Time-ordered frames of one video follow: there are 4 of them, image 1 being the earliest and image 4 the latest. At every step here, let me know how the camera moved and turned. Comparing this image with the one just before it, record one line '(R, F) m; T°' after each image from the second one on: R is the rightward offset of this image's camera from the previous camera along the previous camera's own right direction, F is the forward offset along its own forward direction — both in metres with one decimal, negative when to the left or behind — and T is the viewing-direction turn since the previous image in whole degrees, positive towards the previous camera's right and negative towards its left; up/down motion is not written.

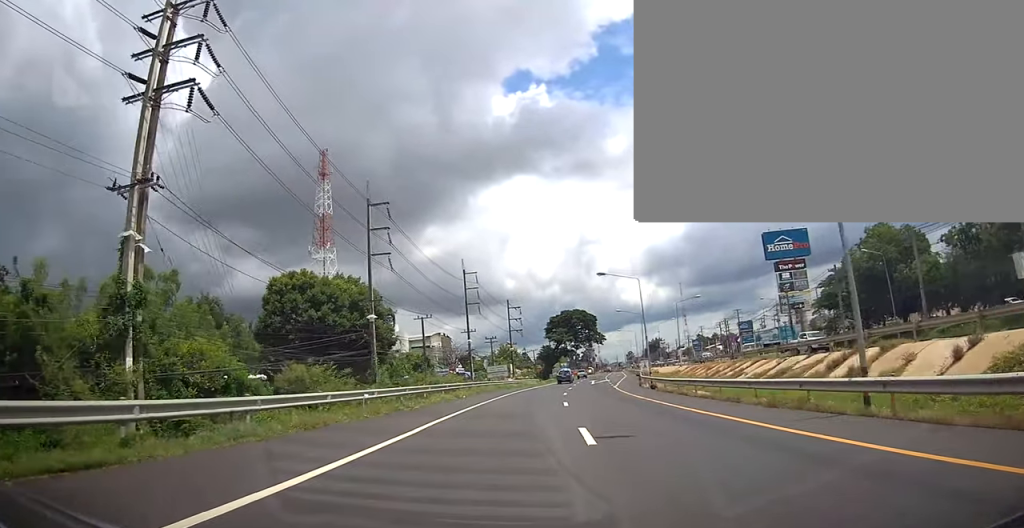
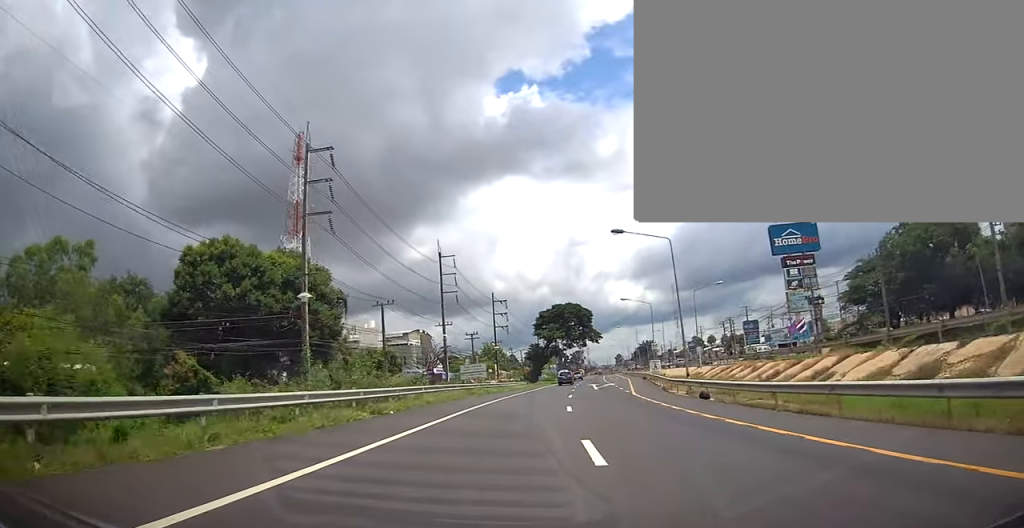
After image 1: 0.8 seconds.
(-0.2, +13.8) m; +1°
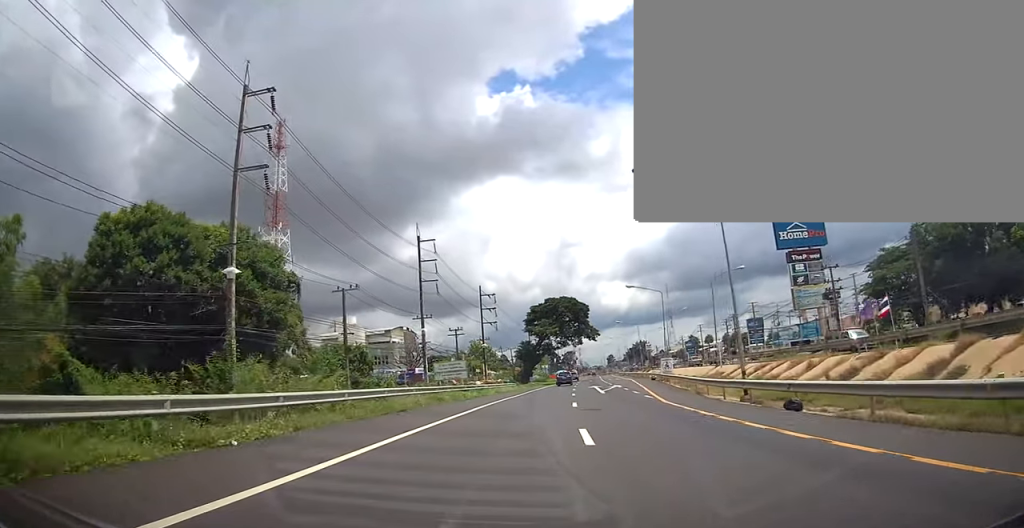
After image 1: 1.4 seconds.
(-0.1, +9.5) m; +1°
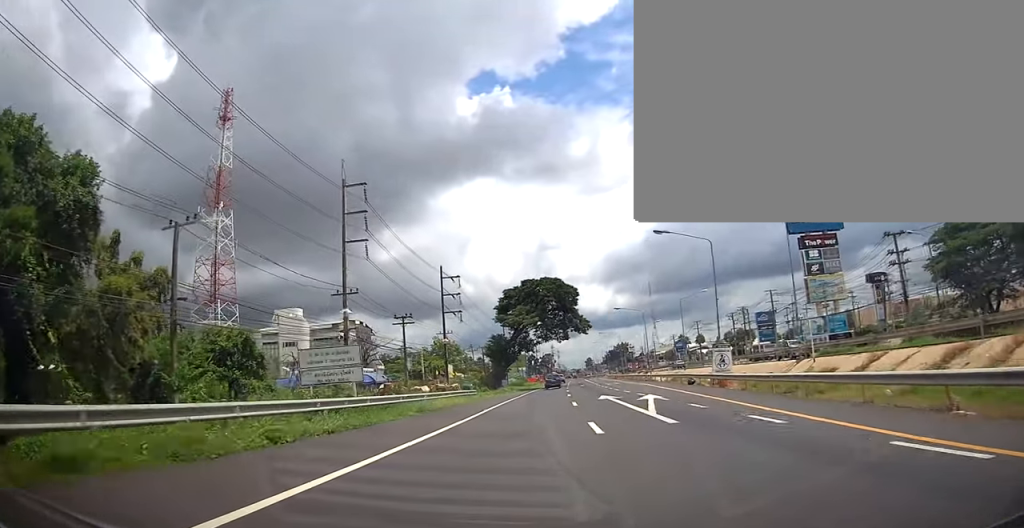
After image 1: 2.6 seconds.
(+0.8, +21.8) m; +4°
